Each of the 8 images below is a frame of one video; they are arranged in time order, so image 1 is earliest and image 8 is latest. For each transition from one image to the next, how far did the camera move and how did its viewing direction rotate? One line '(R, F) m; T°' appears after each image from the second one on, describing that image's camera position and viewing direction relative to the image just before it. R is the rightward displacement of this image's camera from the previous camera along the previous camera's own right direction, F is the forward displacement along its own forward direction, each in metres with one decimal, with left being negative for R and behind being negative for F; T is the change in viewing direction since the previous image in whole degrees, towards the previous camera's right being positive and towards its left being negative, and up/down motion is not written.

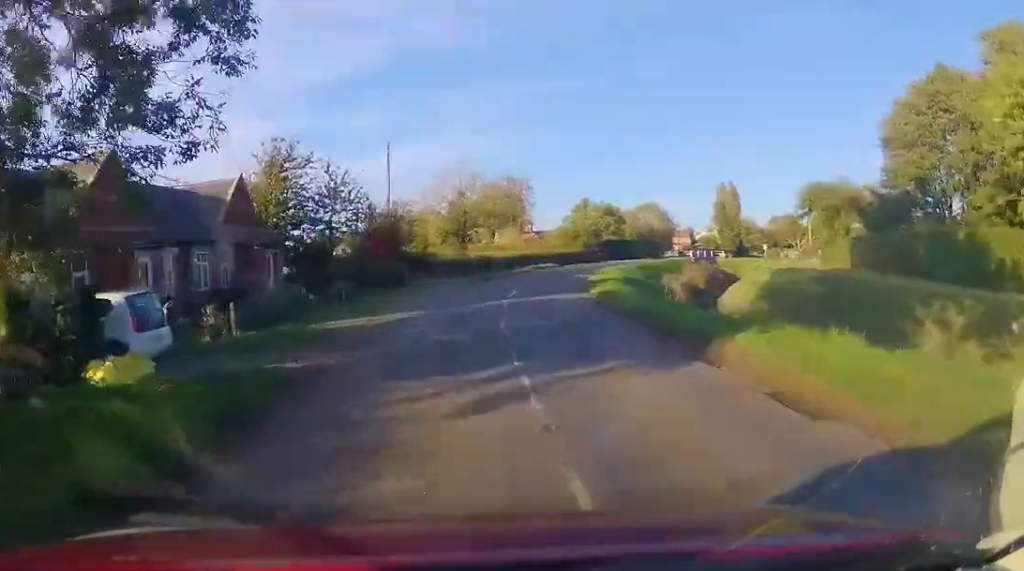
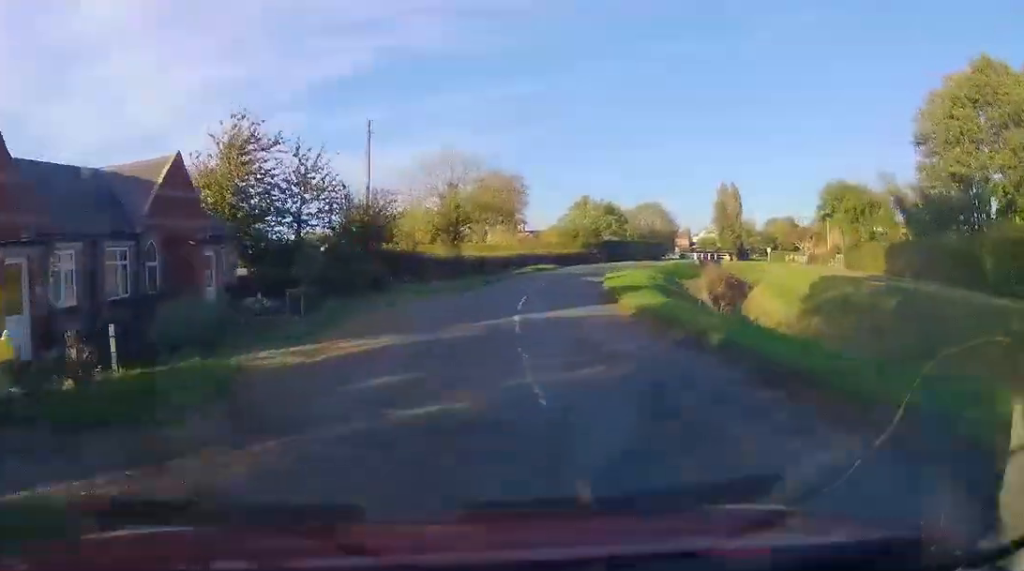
(0.0, +5.6) m; +1°
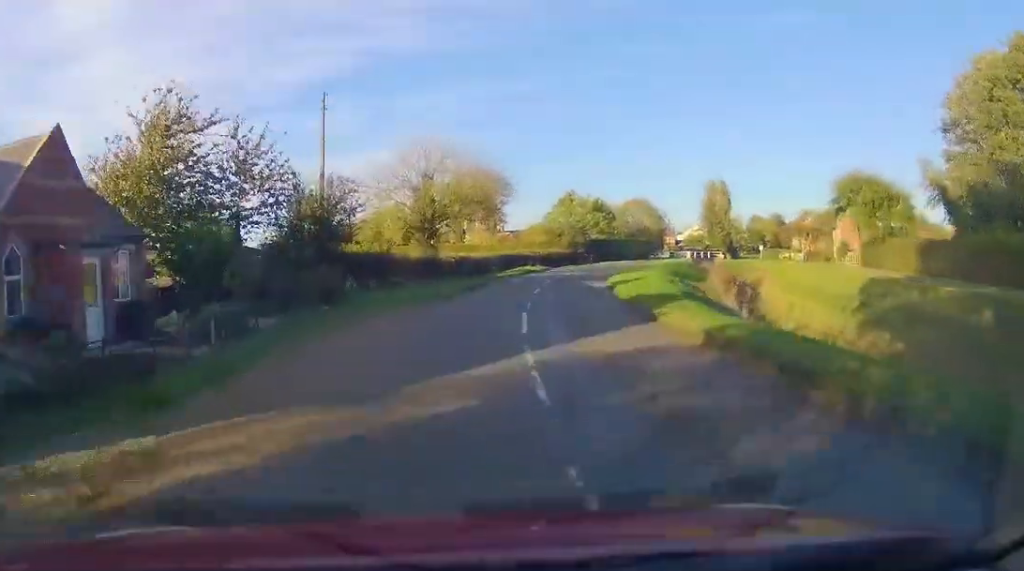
(0.0, +5.9) m; +2°
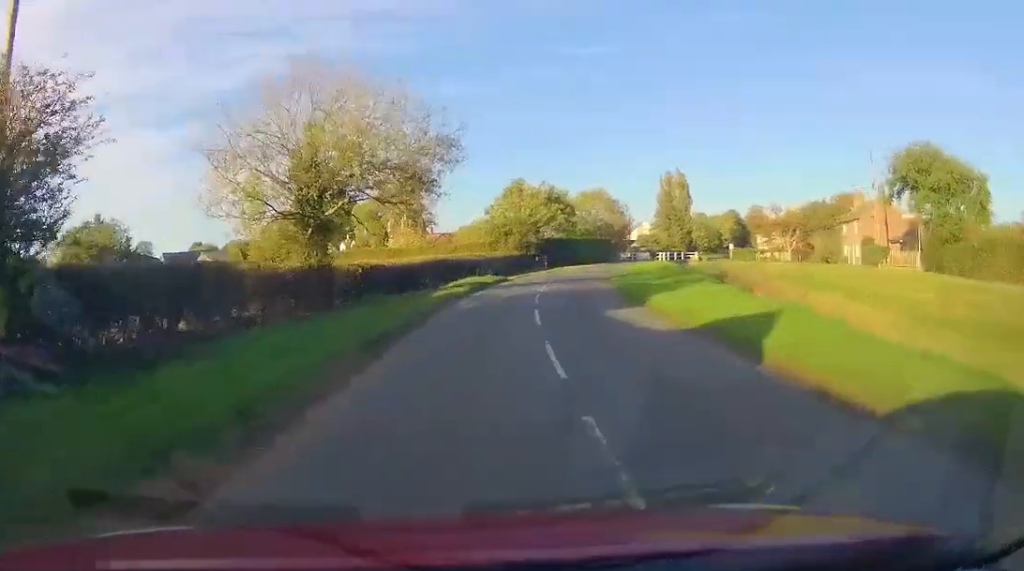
(+1.5, +16.2) m; +10°
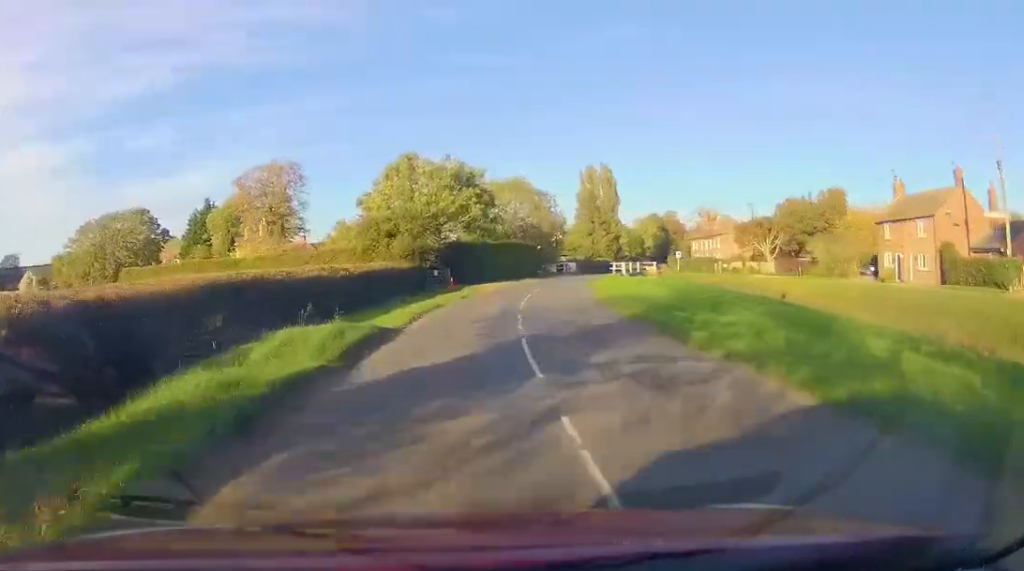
(+1.4, +23.5) m; +6°
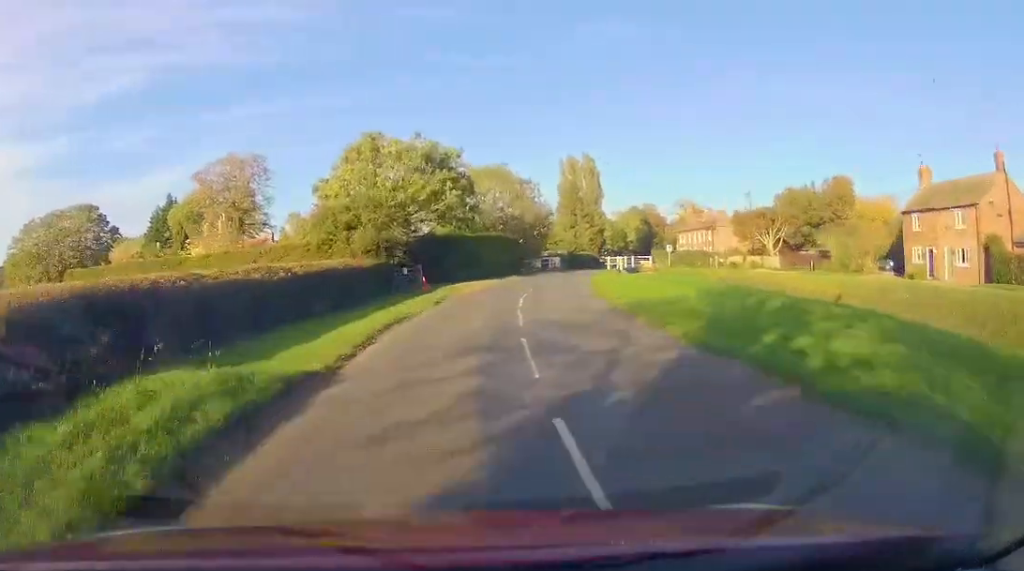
(+0.1, +6.3) m; +2°
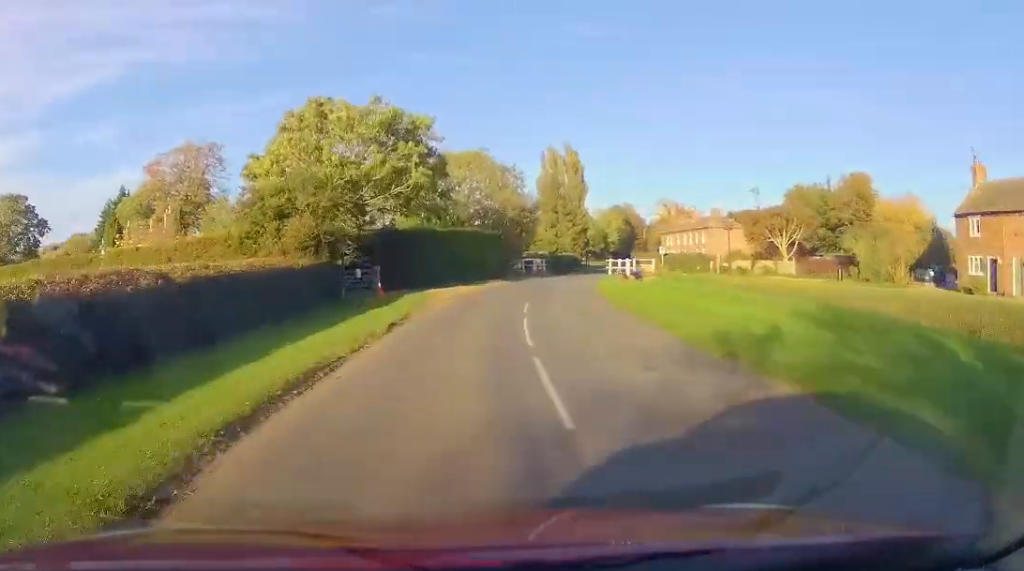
(+0.1, +8.4) m; +4°
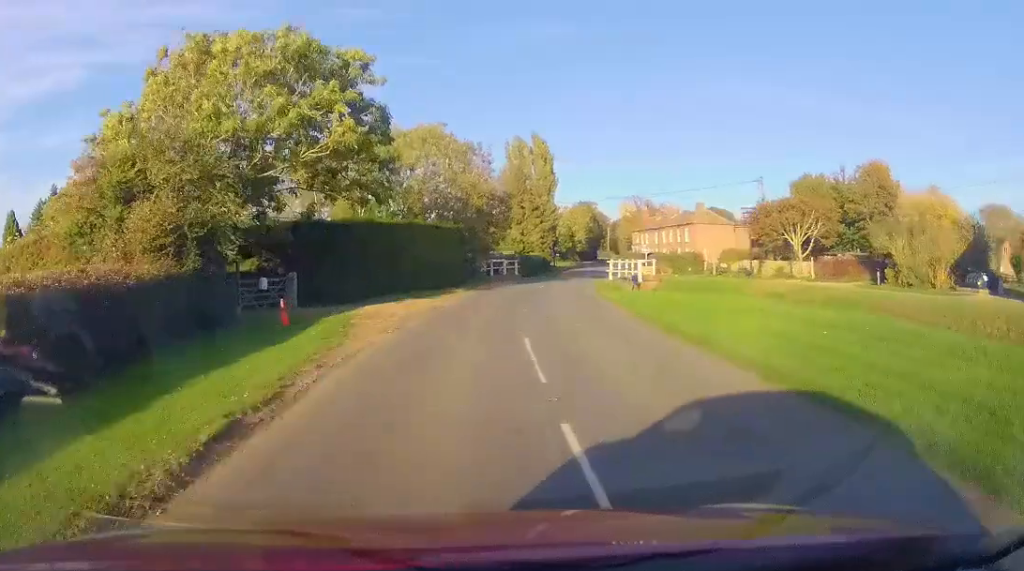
(+0.5, +9.4) m; +4°
